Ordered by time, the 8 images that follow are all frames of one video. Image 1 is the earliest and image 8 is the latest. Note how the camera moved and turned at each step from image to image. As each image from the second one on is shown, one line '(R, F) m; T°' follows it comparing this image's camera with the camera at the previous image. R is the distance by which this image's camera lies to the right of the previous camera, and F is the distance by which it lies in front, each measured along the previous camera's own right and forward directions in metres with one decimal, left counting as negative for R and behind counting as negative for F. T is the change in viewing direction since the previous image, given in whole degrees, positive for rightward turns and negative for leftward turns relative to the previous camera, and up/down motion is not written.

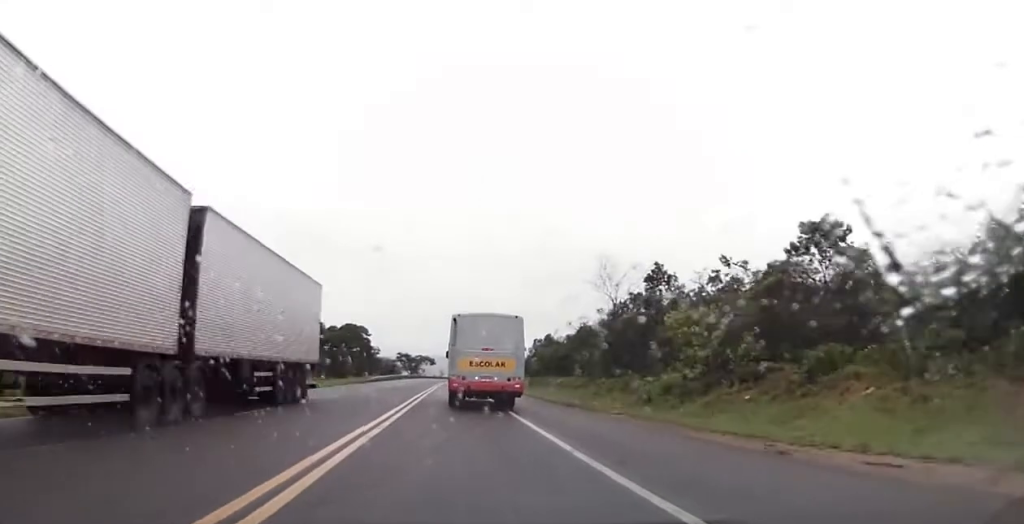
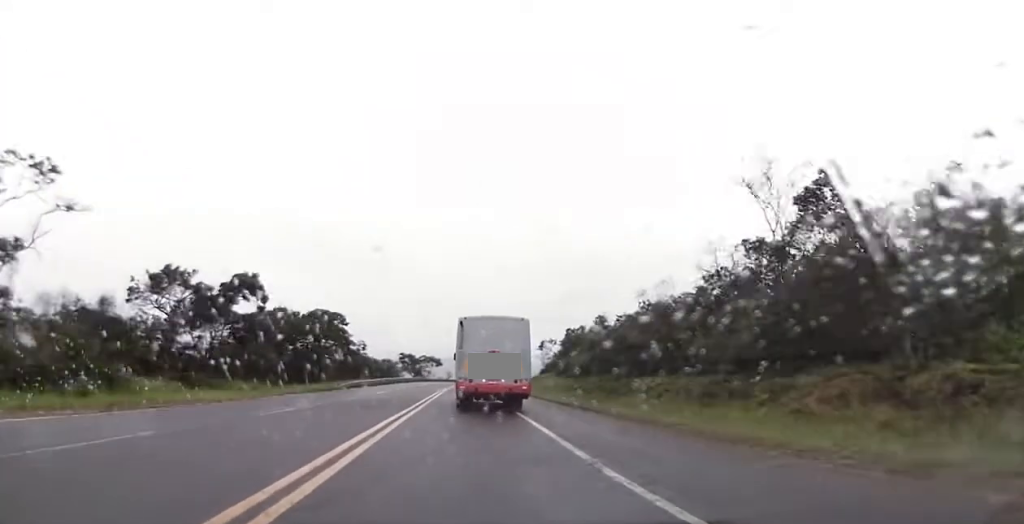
(-1.0, +20.4) m; -3°
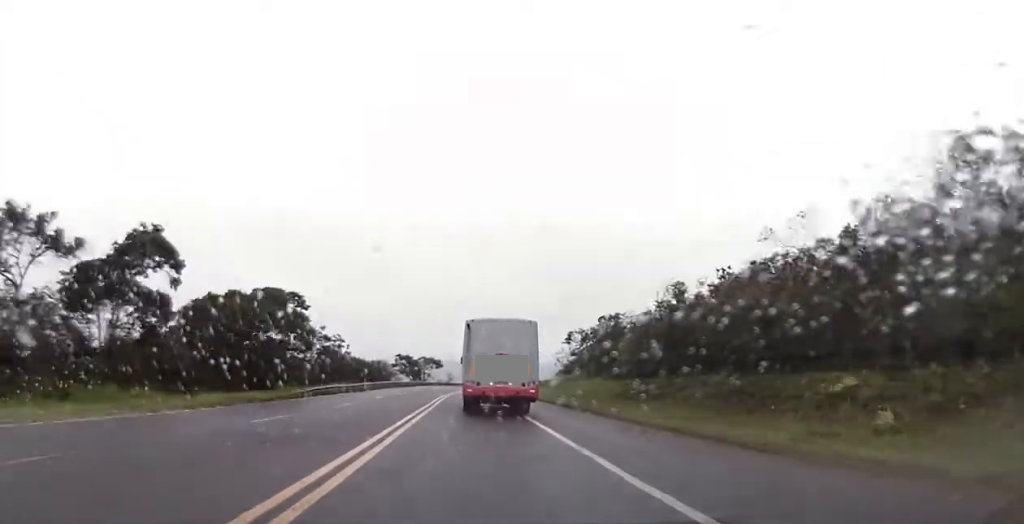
(-0.1, +15.5) m; +1°
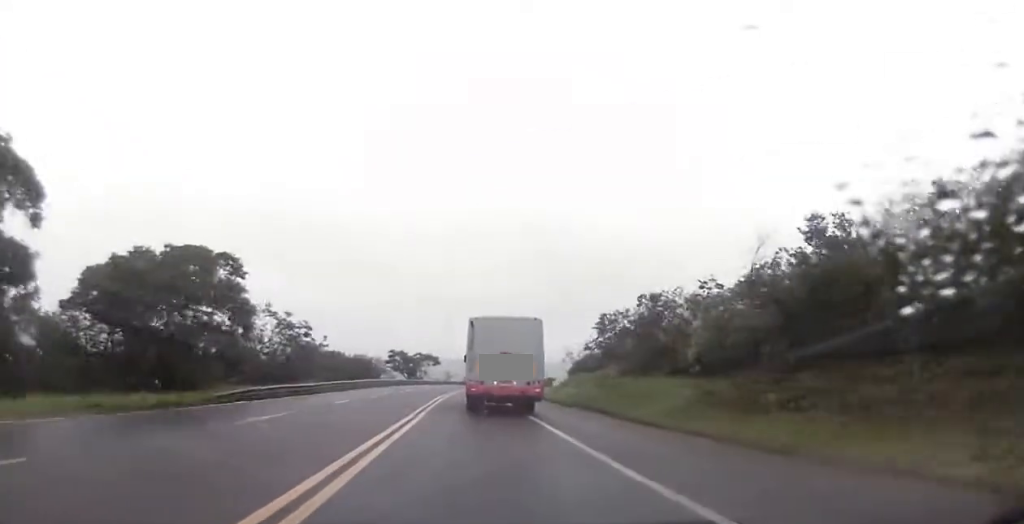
(+0.1, +12.2) m; +2°
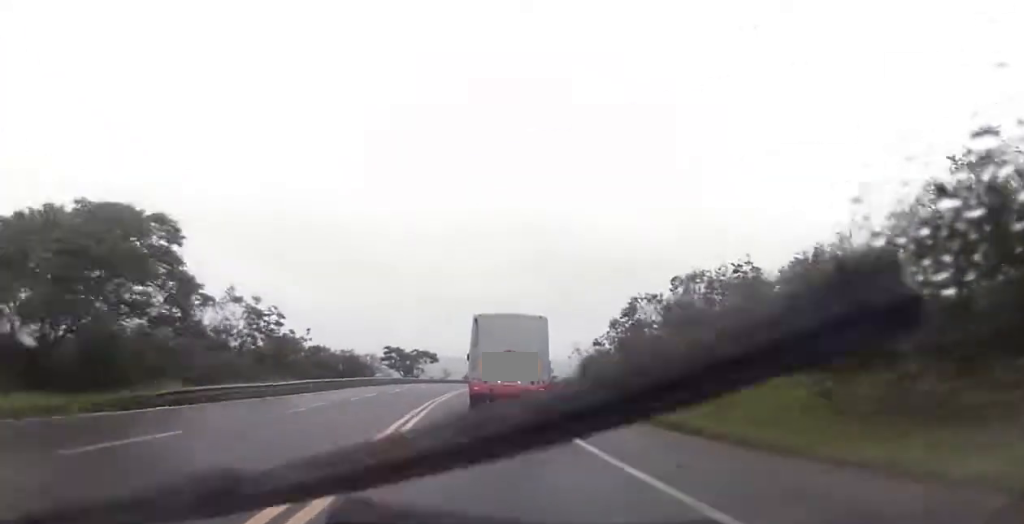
(+0.2, +7.0) m; 0°
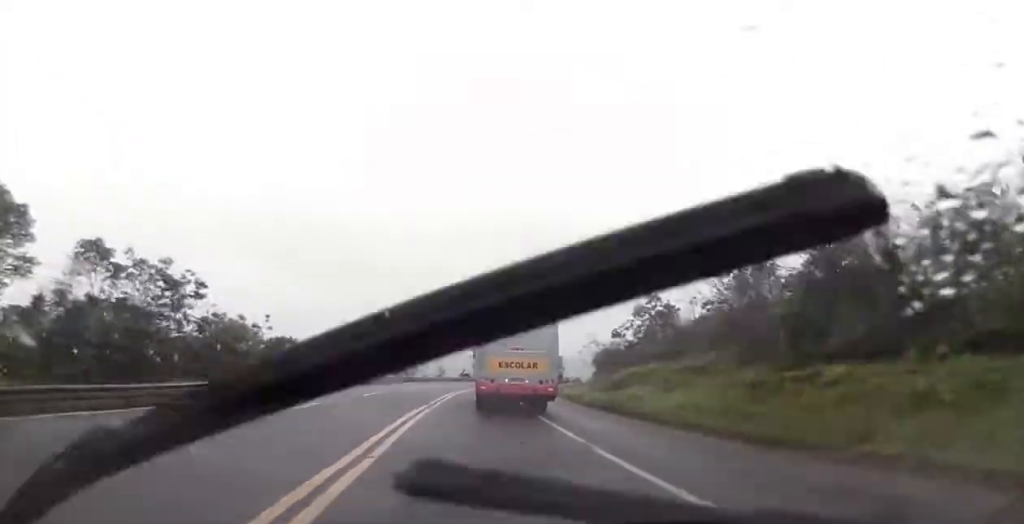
(+0.3, +11.7) m; -1°
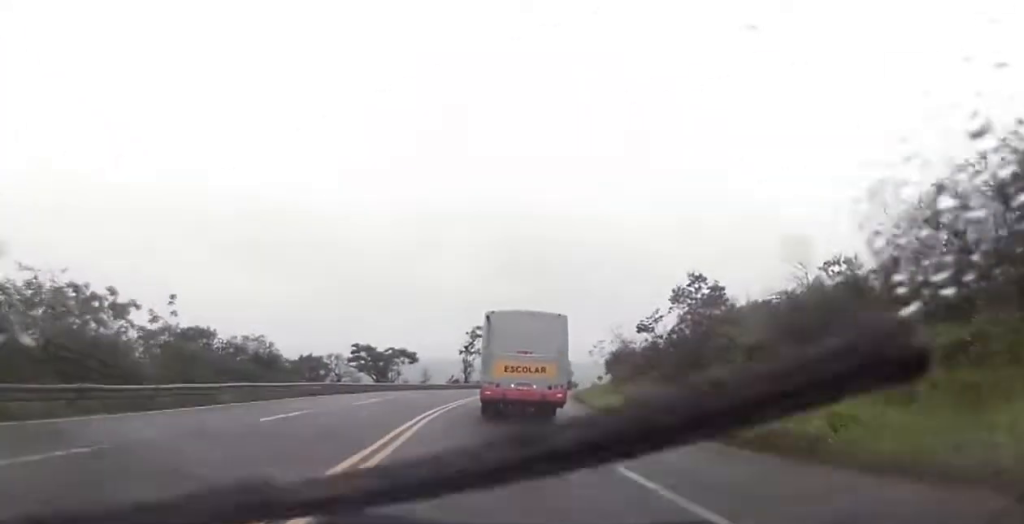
(-0.6, +15.3) m; -1°
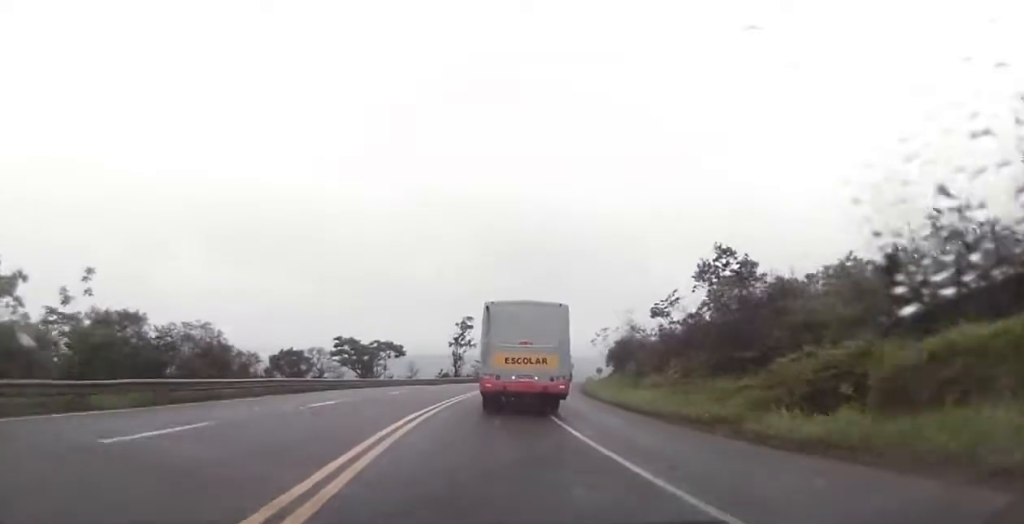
(+0.1, +7.5) m; 0°
